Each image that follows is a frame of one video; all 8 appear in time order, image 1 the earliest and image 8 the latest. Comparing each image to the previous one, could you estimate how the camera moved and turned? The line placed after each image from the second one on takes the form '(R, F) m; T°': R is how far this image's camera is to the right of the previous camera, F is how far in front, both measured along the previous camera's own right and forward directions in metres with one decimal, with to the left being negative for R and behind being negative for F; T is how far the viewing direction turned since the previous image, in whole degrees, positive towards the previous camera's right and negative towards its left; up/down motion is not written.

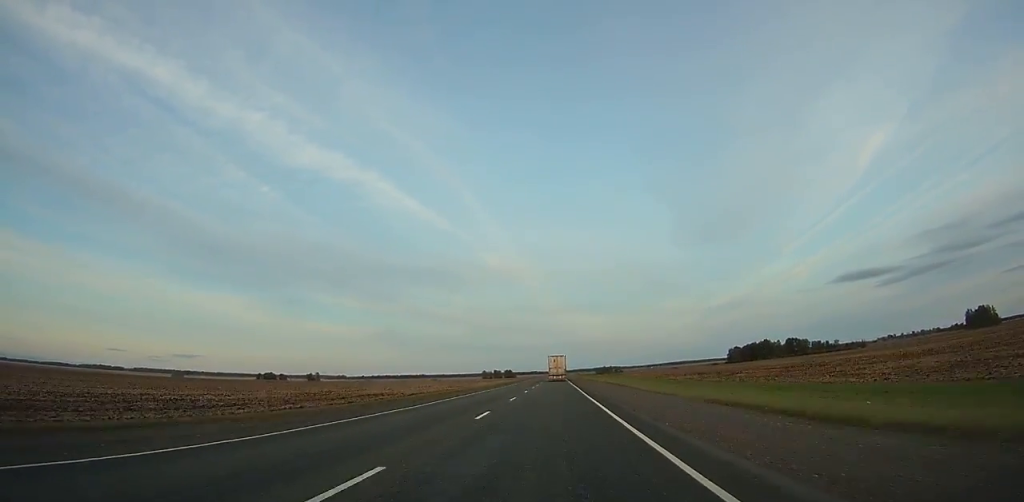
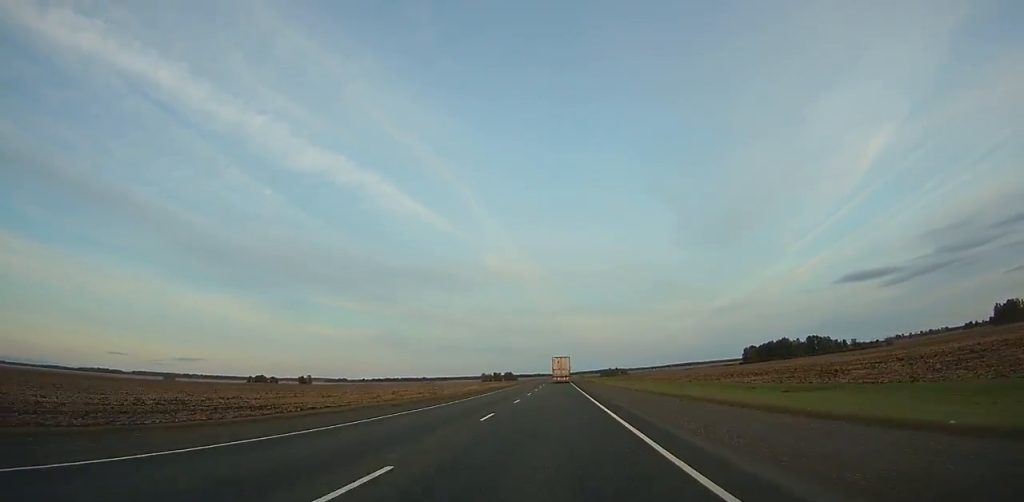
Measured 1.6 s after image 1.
(+0.1, +36.1) m; 0°
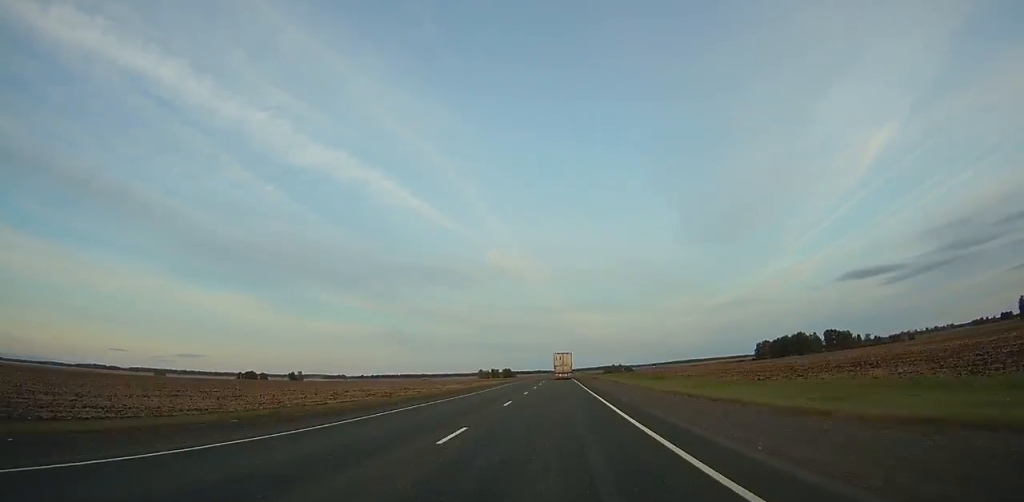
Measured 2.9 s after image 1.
(-0.1, +29.3) m; 0°
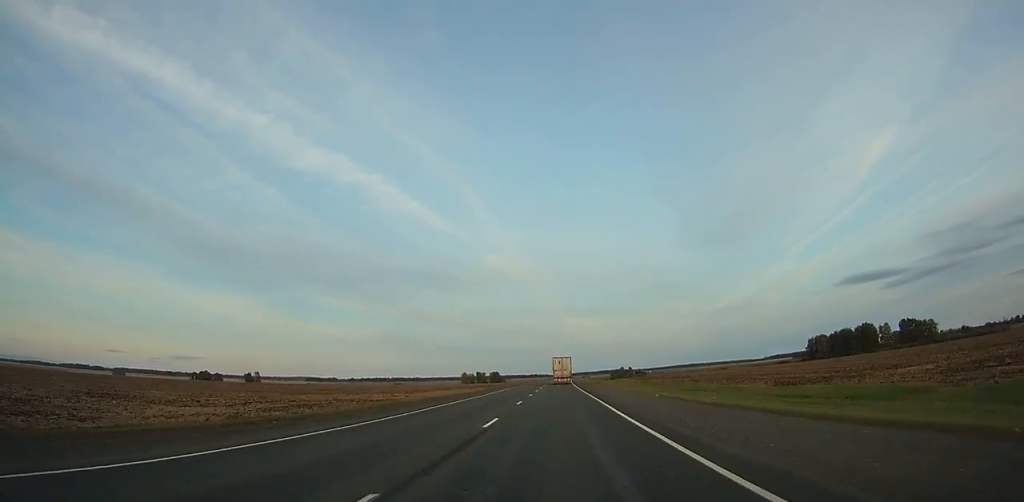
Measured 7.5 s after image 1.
(-0.1, +103.8) m; 0°
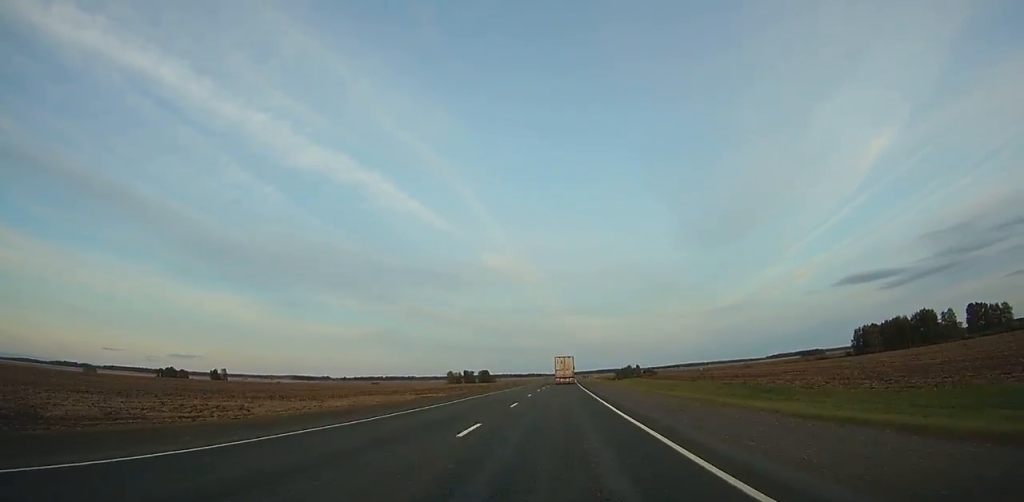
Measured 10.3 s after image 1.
(+0.5, +62.7) m; 0°
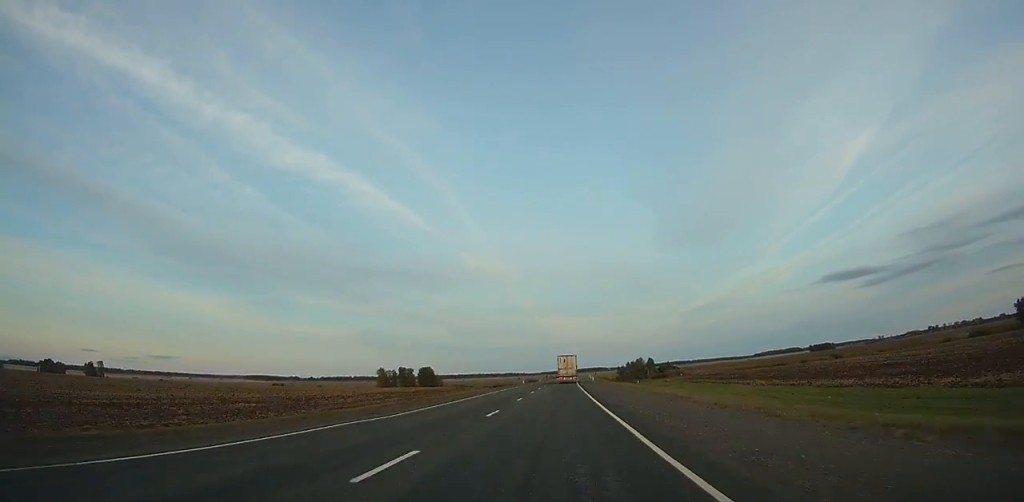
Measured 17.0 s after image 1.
(+1.7, +148.0) m; +2°
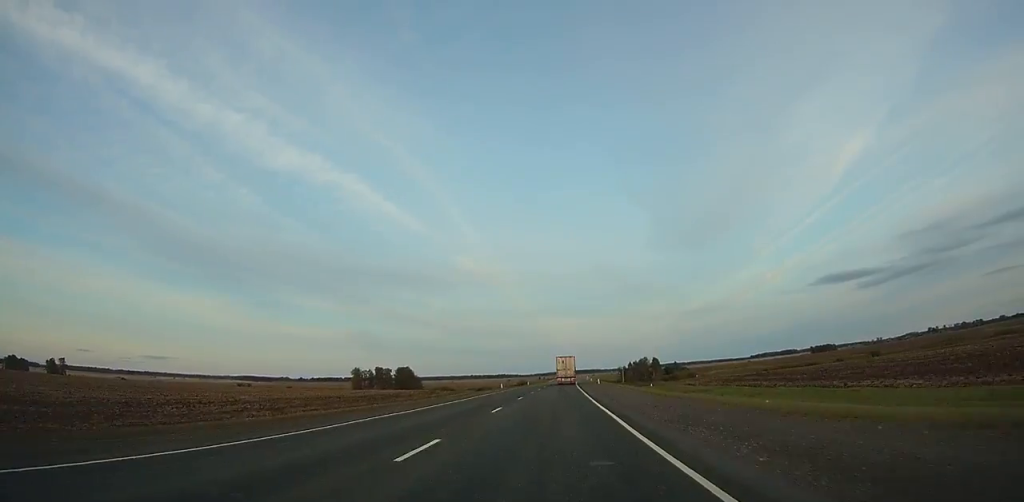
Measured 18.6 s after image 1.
(+0.1, +34.9) m; 0°
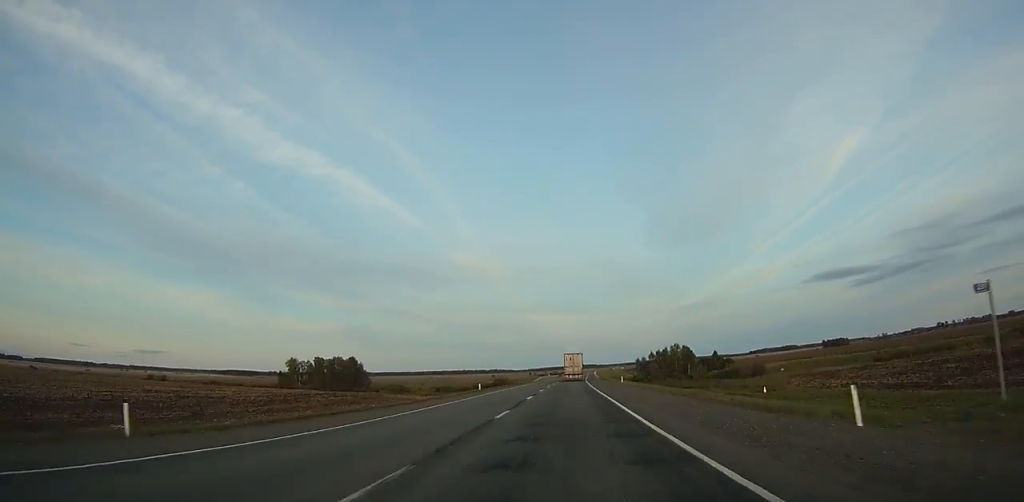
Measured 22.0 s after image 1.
(+0.4, +73.6) m; +1°
